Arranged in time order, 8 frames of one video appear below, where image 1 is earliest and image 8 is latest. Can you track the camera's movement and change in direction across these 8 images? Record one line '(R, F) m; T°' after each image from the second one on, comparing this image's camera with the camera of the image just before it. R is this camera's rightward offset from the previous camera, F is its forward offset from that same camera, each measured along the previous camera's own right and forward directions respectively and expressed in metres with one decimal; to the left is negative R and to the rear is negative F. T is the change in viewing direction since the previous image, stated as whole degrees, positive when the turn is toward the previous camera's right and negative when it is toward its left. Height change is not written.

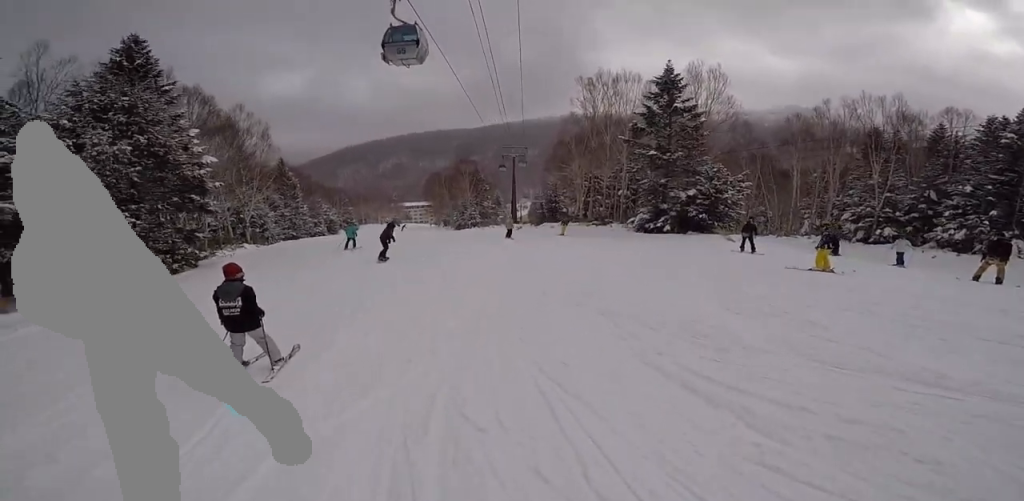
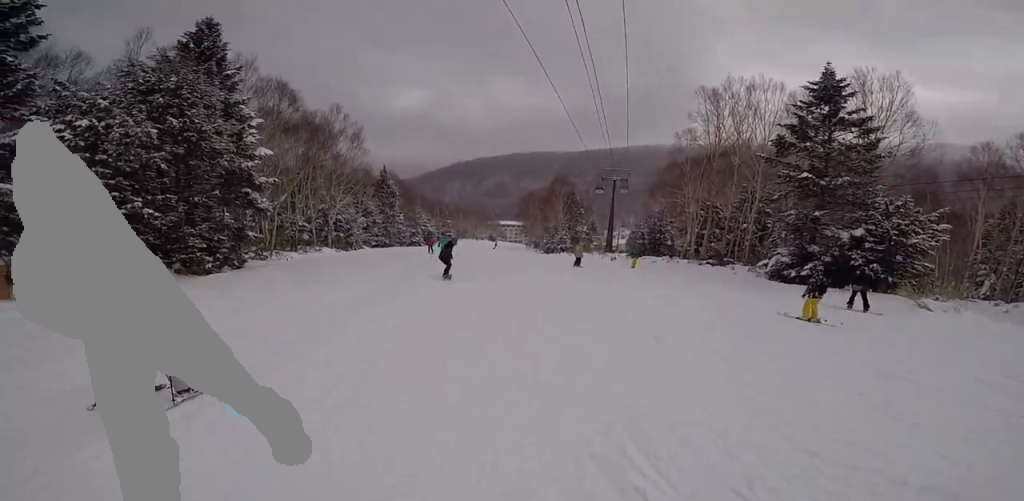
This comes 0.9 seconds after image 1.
(-0.2, +7.4) m; -12°
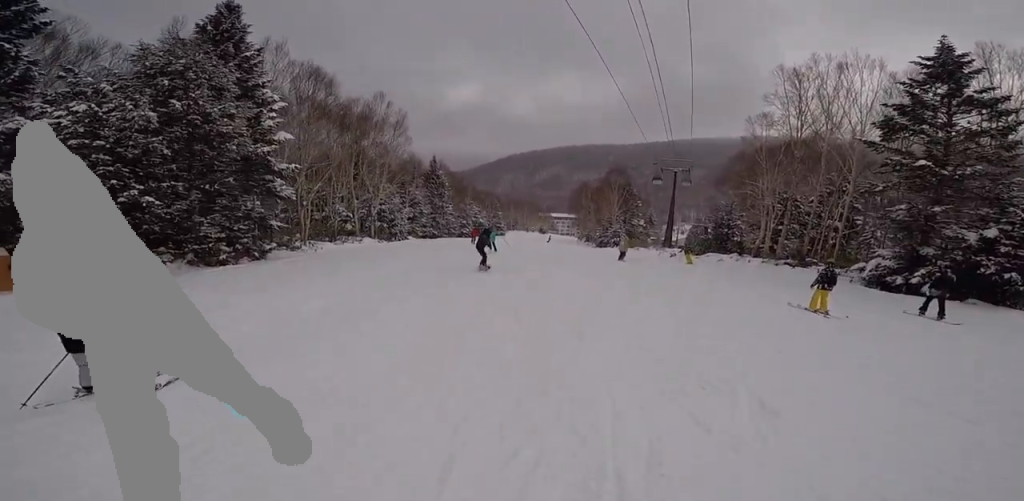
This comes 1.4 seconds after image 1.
(-0.5, +4.3) m; -11°
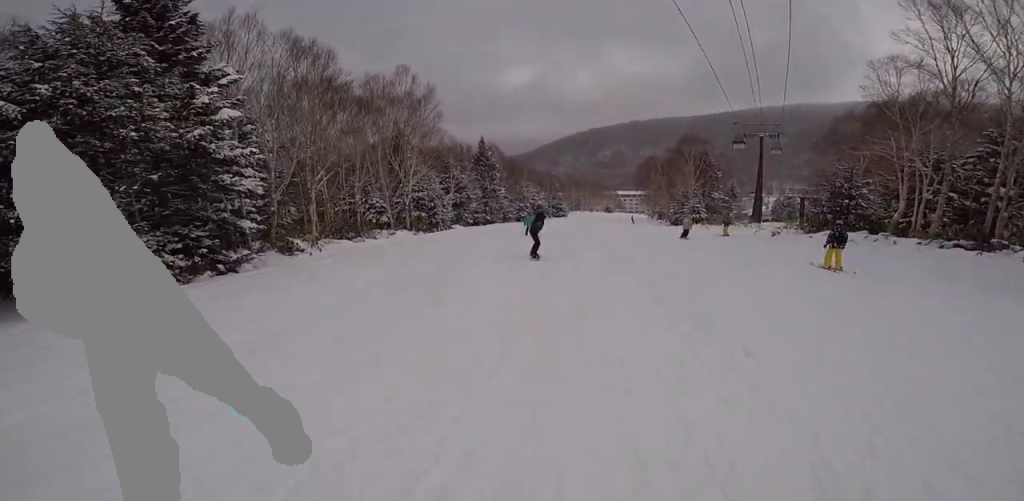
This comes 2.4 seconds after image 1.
(-2.2, +10.2) m; -23°
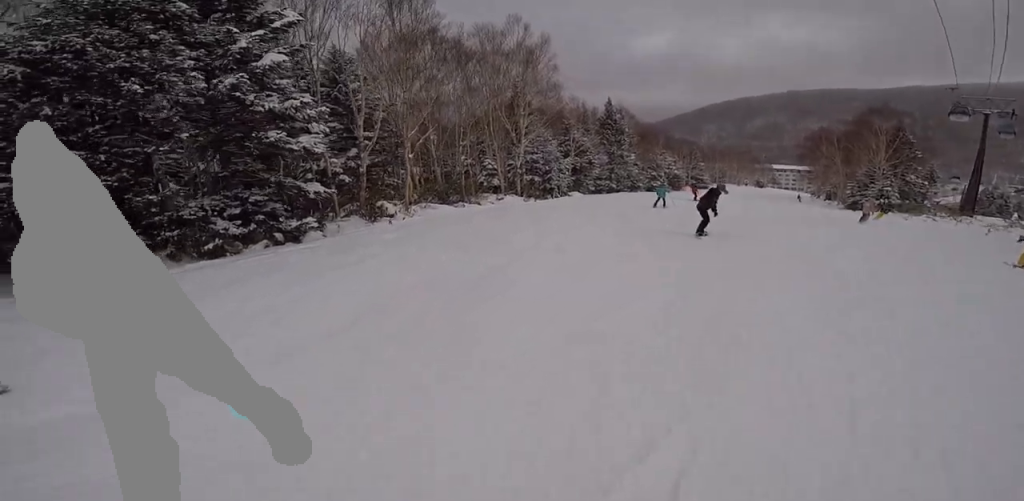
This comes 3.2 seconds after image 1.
(-1.3, +9.4) m; -13°
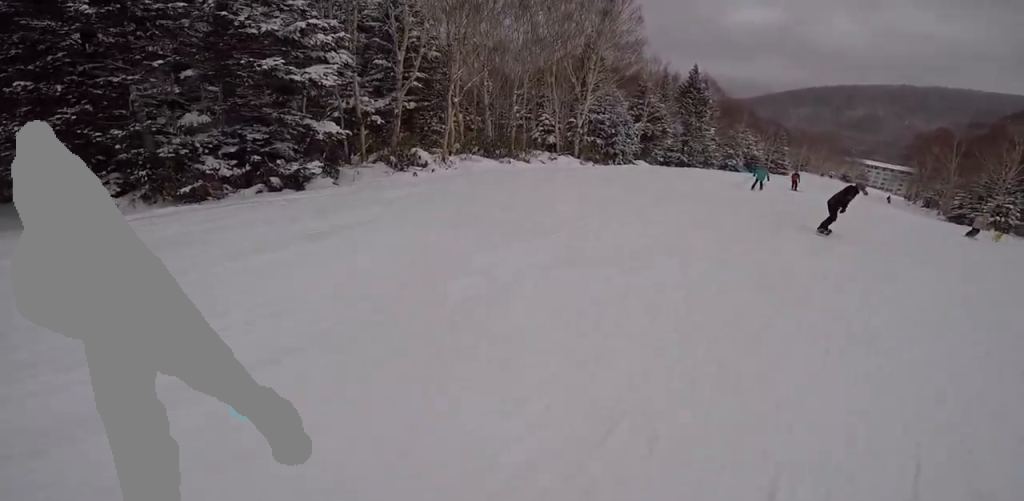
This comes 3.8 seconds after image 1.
(-0.2, +6.8) m; -6°
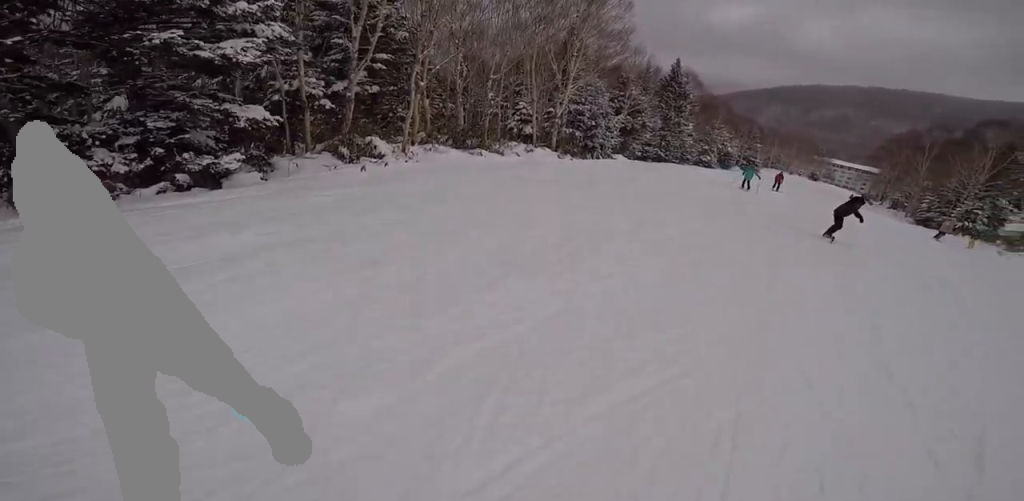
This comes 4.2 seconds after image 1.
(-0.5, +5.1) m; -1°
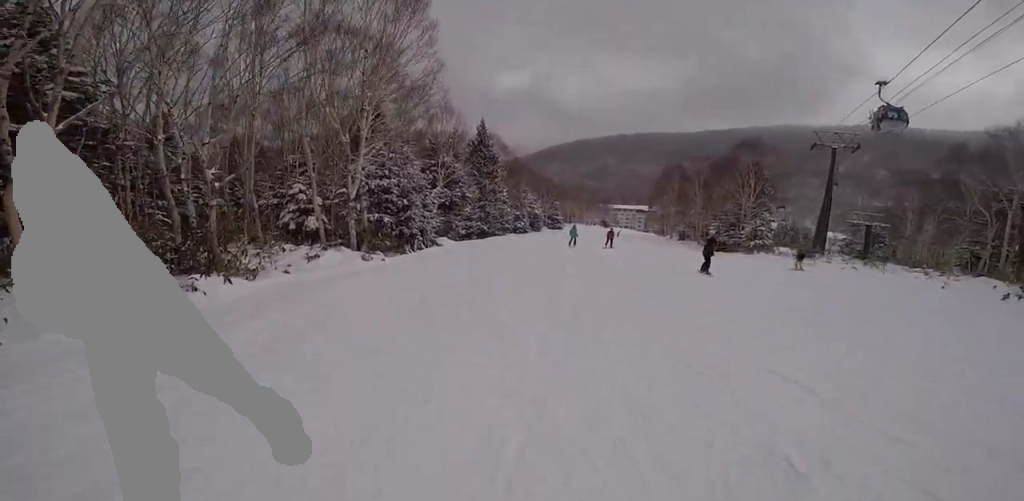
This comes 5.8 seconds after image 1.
(+0.2, +19.5) m; +16°
